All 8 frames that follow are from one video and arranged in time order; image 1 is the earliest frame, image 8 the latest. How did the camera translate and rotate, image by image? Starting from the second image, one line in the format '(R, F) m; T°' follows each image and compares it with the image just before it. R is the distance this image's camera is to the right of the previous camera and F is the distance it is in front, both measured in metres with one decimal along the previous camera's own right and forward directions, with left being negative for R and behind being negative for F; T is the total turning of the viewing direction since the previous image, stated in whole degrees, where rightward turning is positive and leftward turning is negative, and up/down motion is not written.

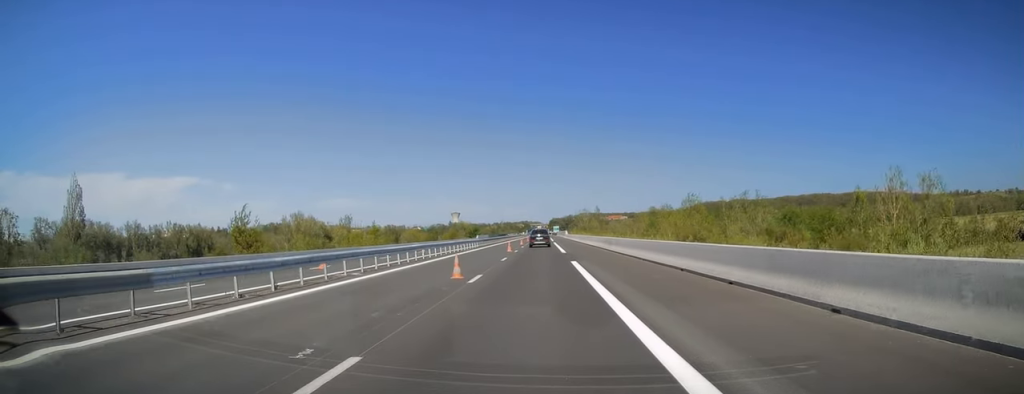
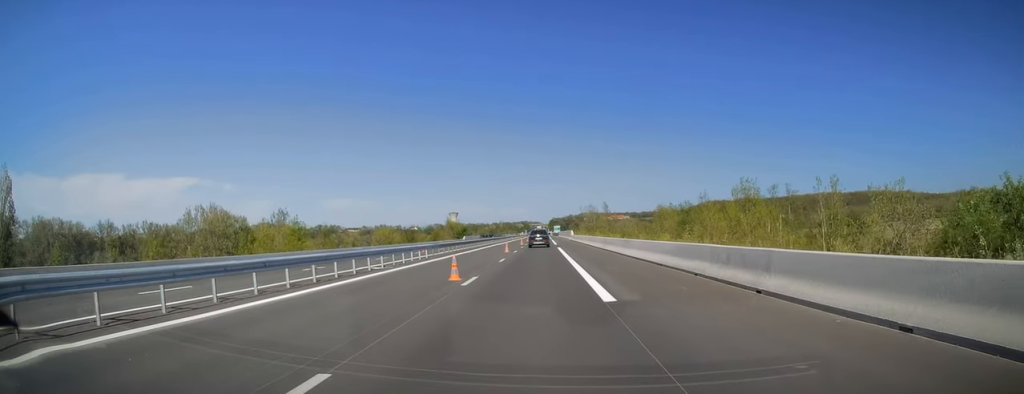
(-0.4, +26.7) m; 0°
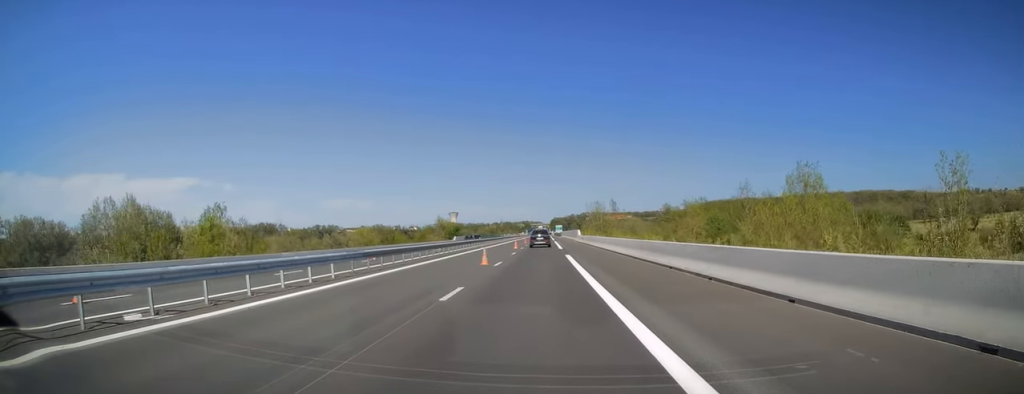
(+0.3, +16.4) m; +1°
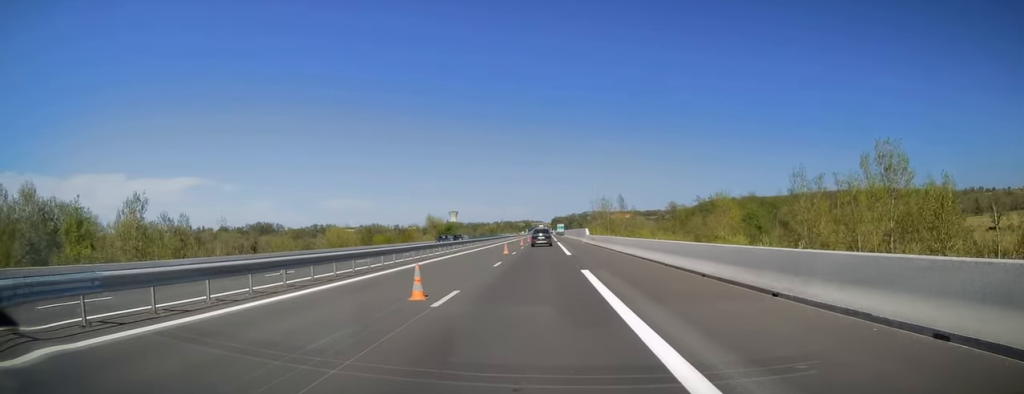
(+0.1, +14.1) m; 0°
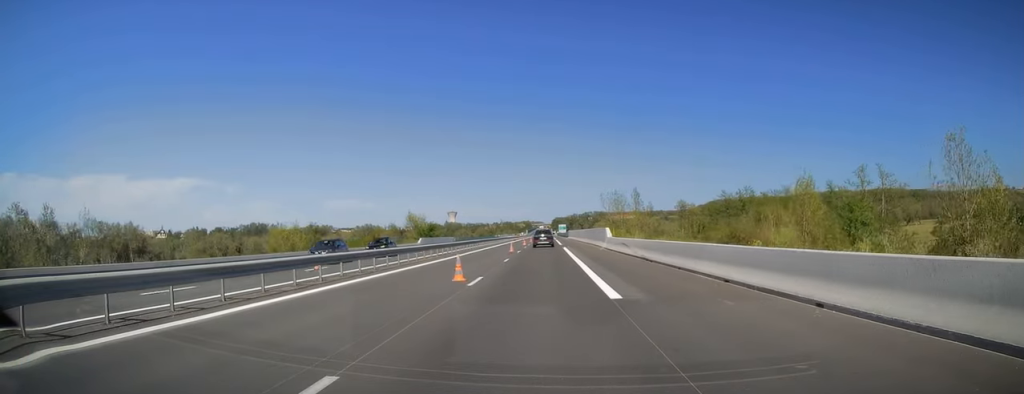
(0.0, +21.4) m; -1°
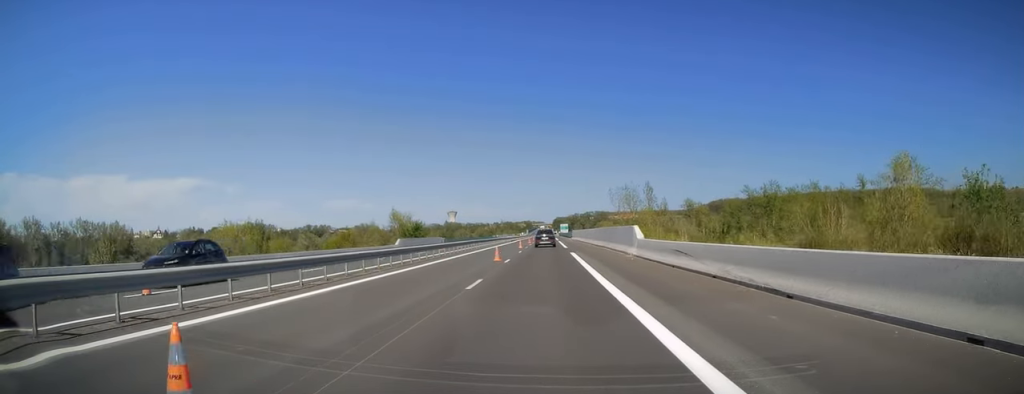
(0.0, +13.7) m; -1°
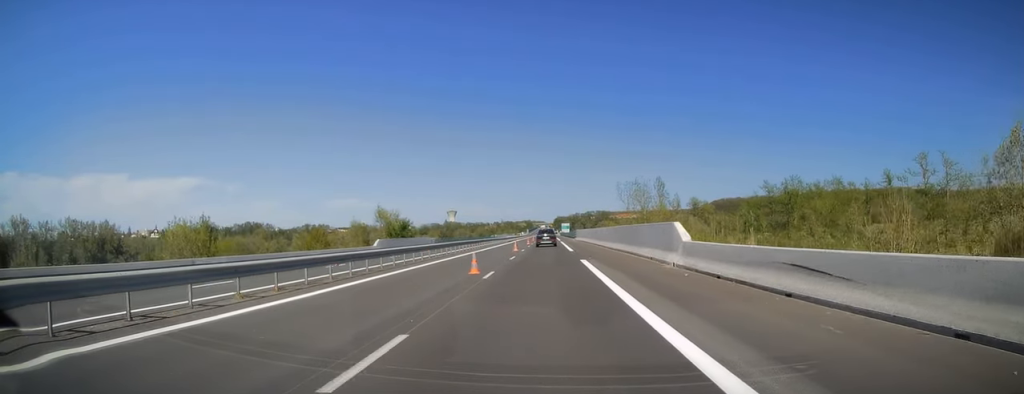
(-0.2, +9.7) m; 0°
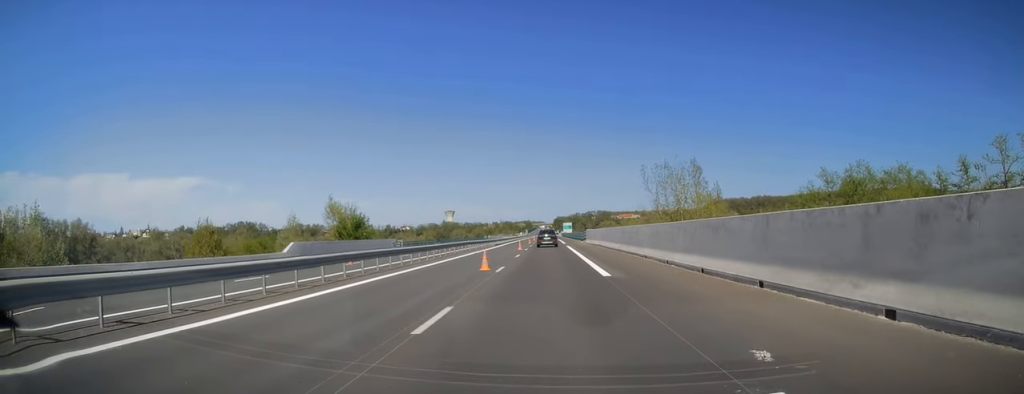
(+0.3, +22.8) m; +1°
